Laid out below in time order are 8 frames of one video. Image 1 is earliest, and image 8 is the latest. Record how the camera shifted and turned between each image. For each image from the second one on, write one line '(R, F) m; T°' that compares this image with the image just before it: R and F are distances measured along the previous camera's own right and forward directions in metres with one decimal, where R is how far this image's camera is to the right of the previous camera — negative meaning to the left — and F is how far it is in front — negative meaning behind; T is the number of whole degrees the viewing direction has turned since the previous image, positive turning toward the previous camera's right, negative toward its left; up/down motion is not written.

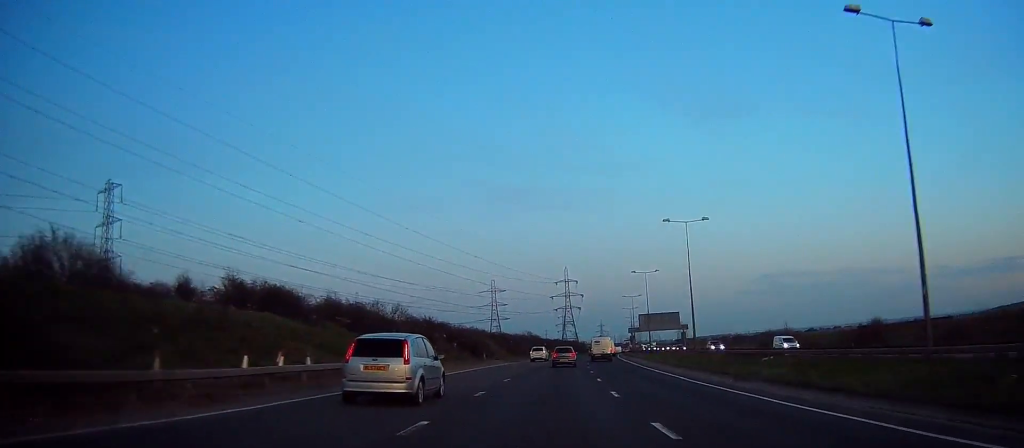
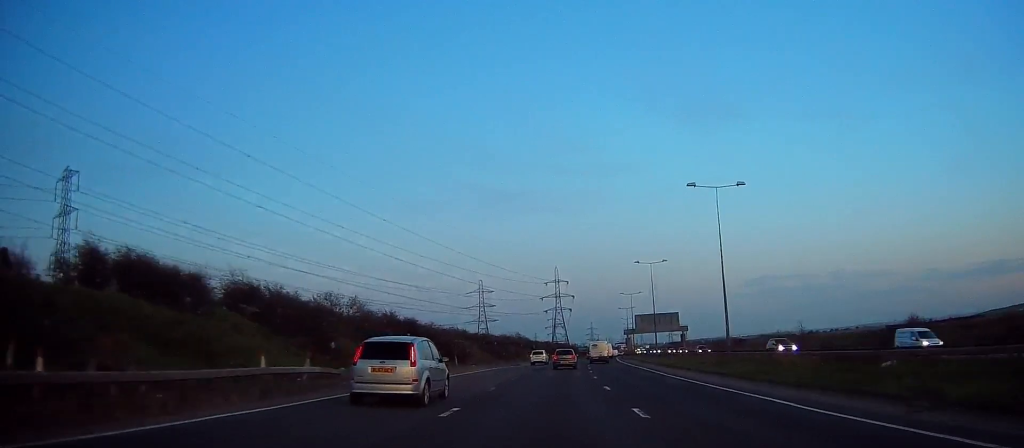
(0.0, +14.1) m; 0°
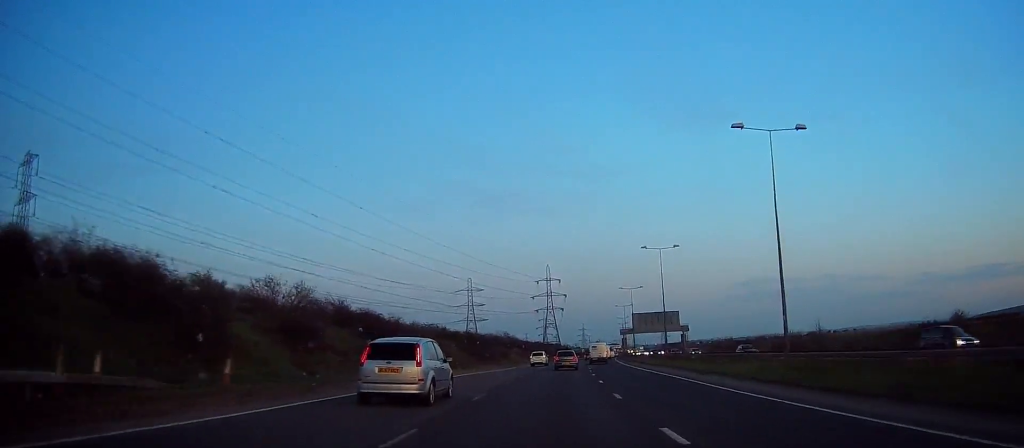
(+0.1, +12.9) m; +1°
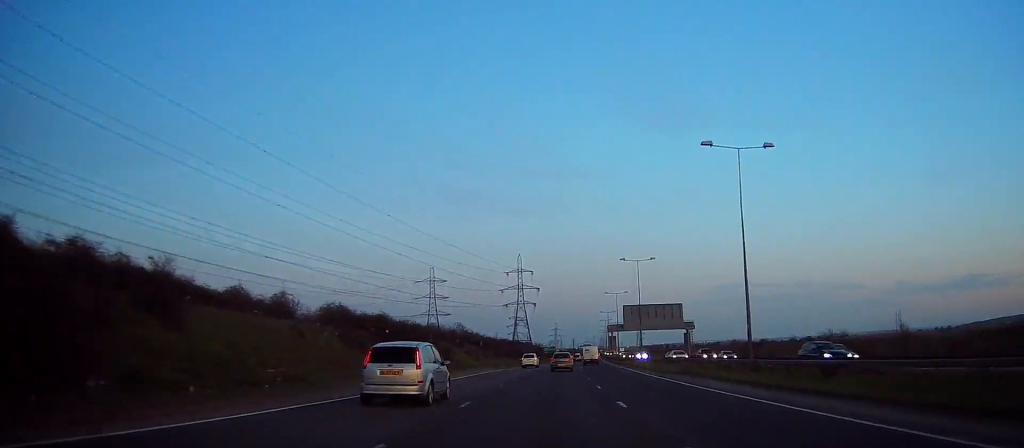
(+1.3, +37.5) m; +2°
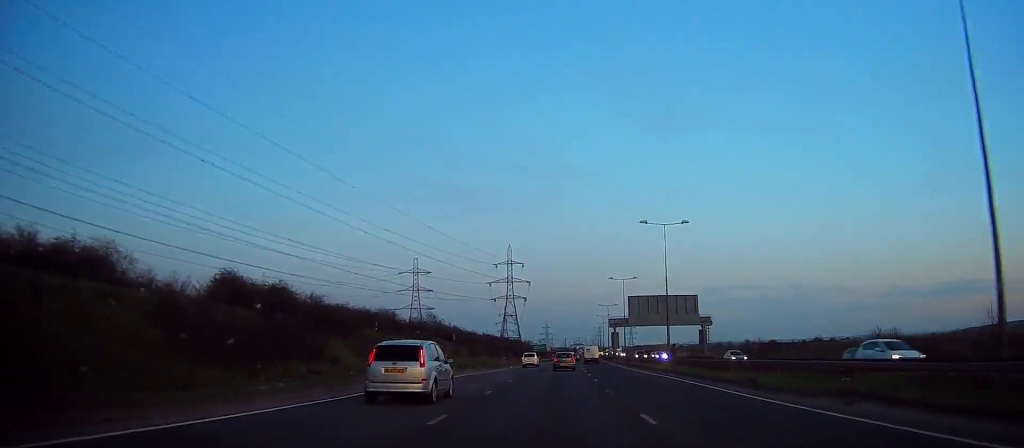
(-0.3, +22.1) m; +1°
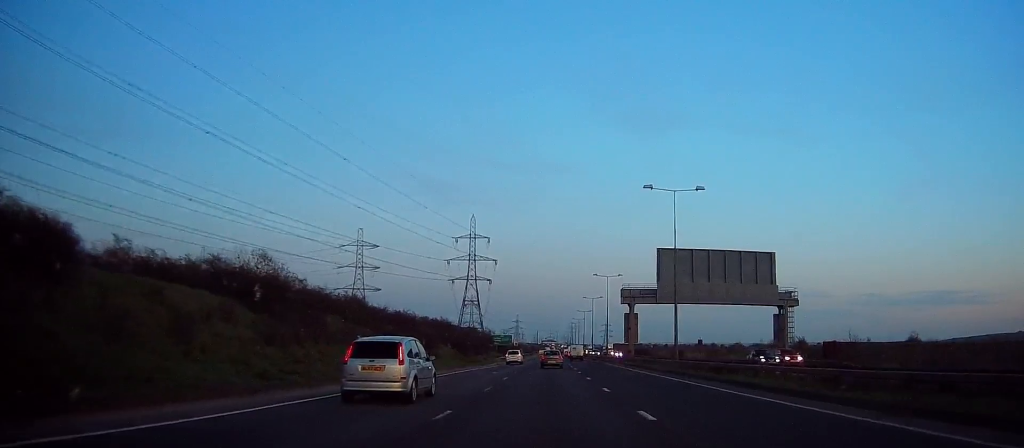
(+1.6, +53.3) m; +3°
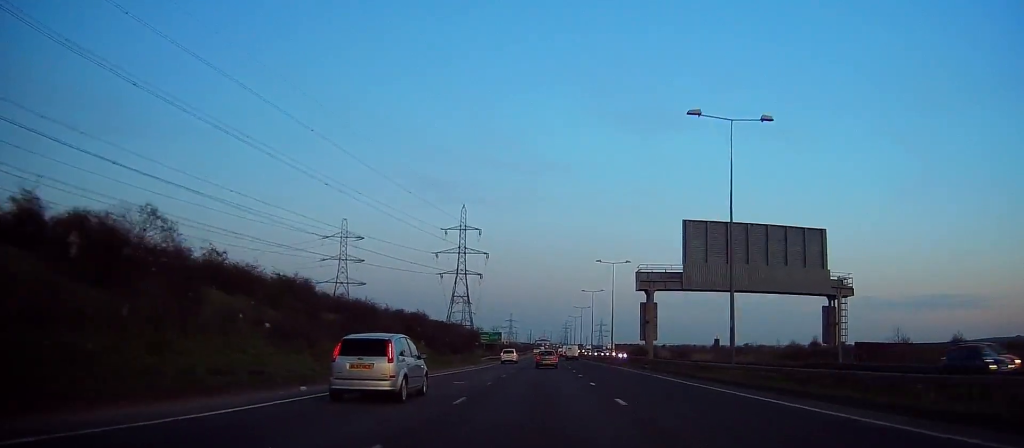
(0.0, +14.5) m; 0°
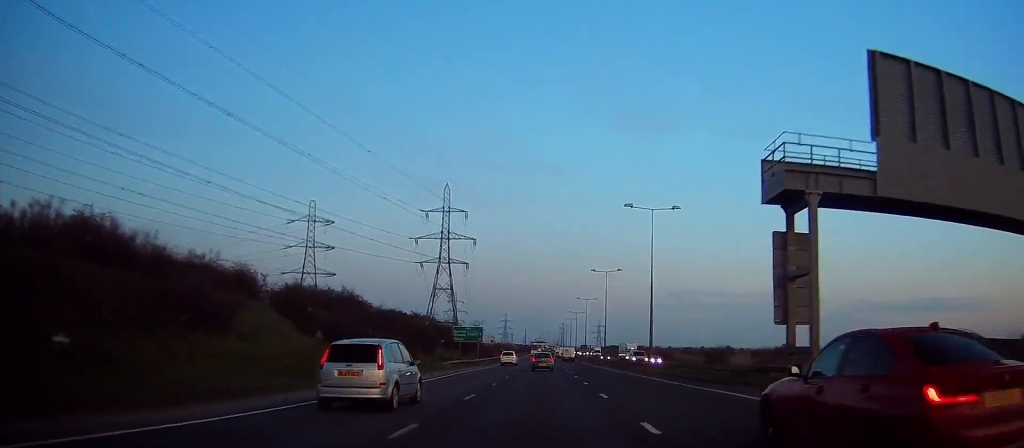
(+0.5, +31.9) m; +1°
